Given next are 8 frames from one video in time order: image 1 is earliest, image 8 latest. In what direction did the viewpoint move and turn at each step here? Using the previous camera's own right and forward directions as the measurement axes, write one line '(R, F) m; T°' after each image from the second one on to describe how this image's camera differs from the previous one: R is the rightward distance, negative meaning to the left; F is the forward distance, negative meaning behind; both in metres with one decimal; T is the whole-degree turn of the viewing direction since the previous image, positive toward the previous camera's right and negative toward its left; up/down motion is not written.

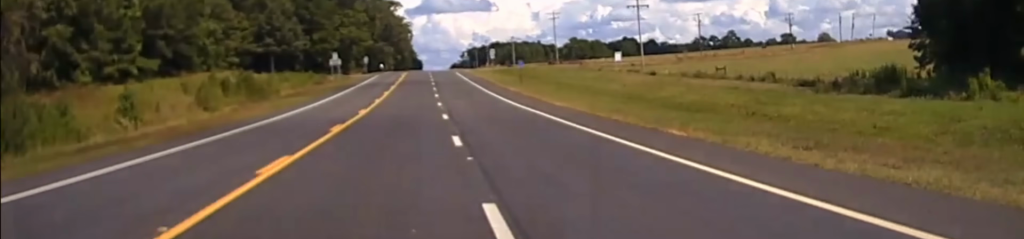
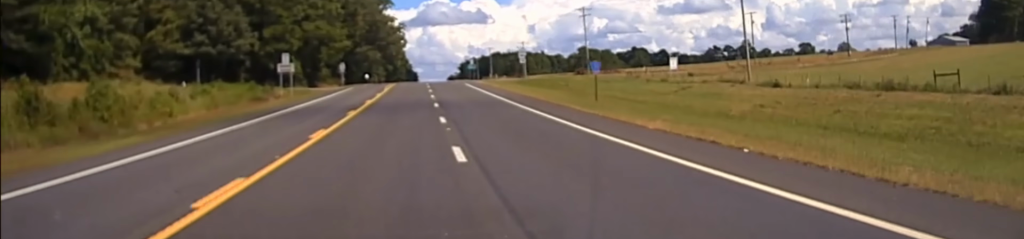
(0.0, +39.9) m; 0°
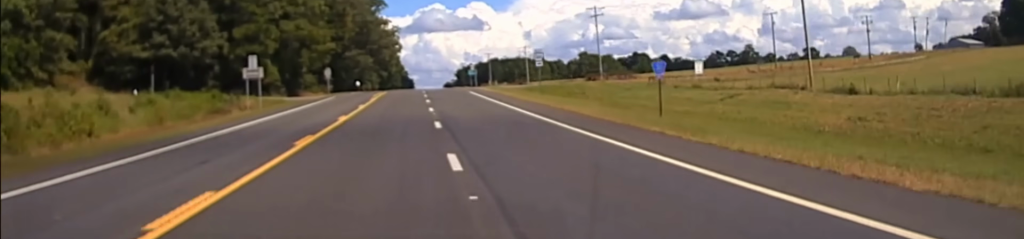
(0.0, +13.7) m; 0°
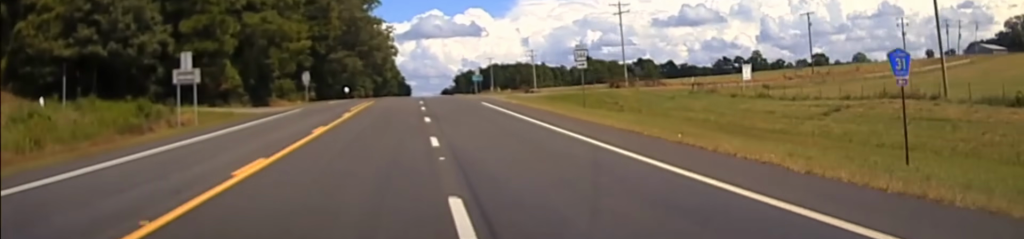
(0.0, +16.7) m; 0°
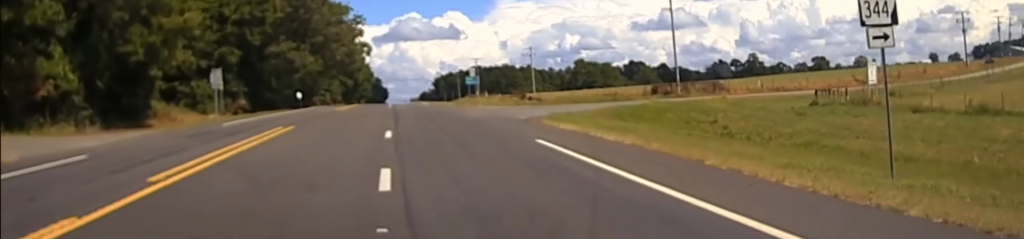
(+0.2, +32.1) m; +2°
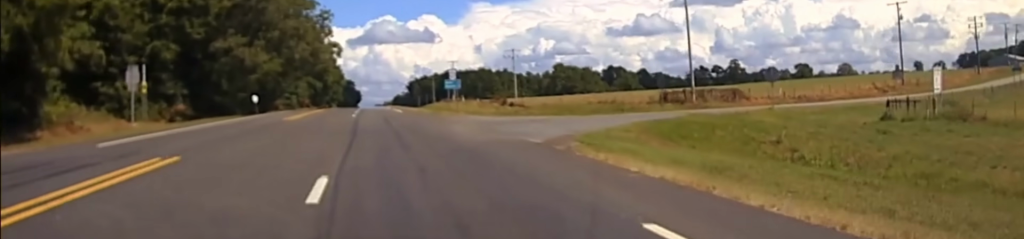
(-0.2, +12.9) m; +2°
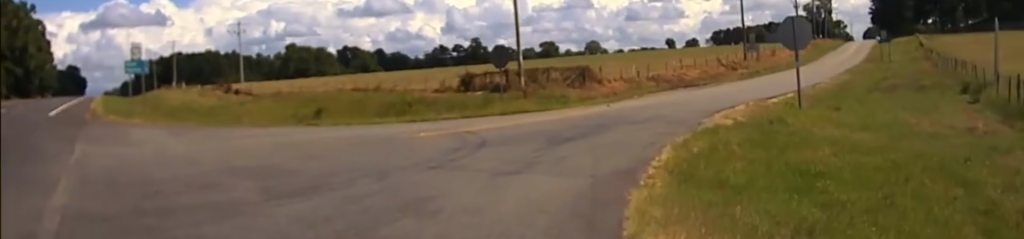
(+3.8, +26.3) m; +19°
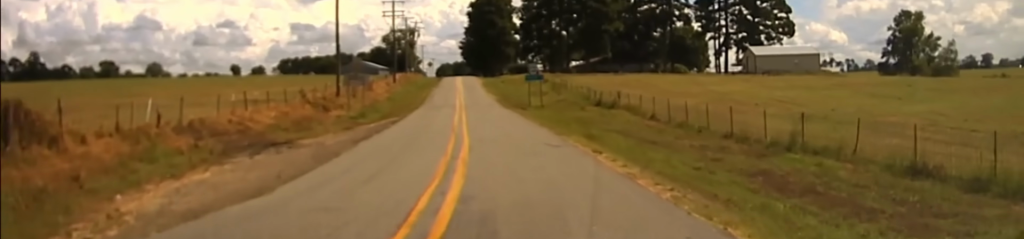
(+6.7, +27.2) m; +25°
